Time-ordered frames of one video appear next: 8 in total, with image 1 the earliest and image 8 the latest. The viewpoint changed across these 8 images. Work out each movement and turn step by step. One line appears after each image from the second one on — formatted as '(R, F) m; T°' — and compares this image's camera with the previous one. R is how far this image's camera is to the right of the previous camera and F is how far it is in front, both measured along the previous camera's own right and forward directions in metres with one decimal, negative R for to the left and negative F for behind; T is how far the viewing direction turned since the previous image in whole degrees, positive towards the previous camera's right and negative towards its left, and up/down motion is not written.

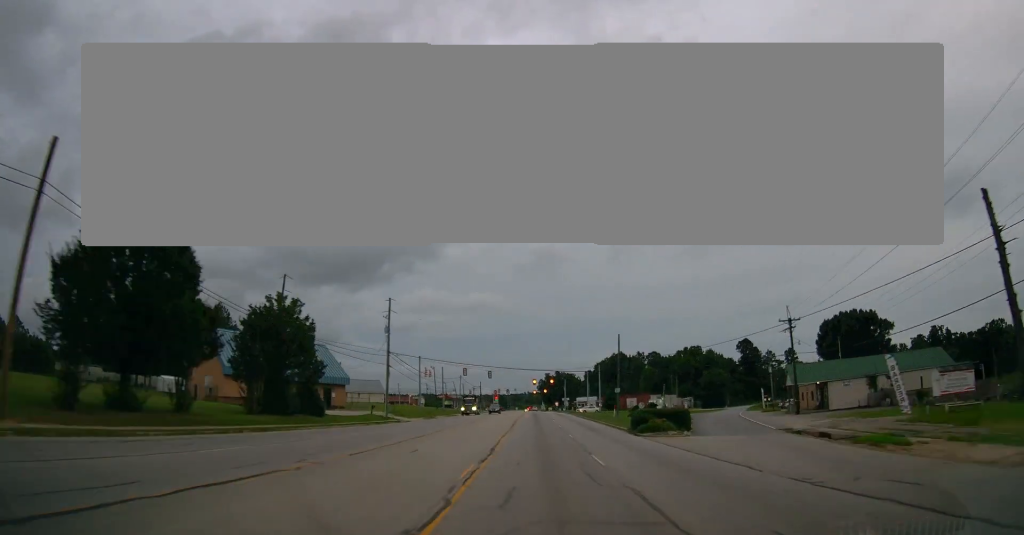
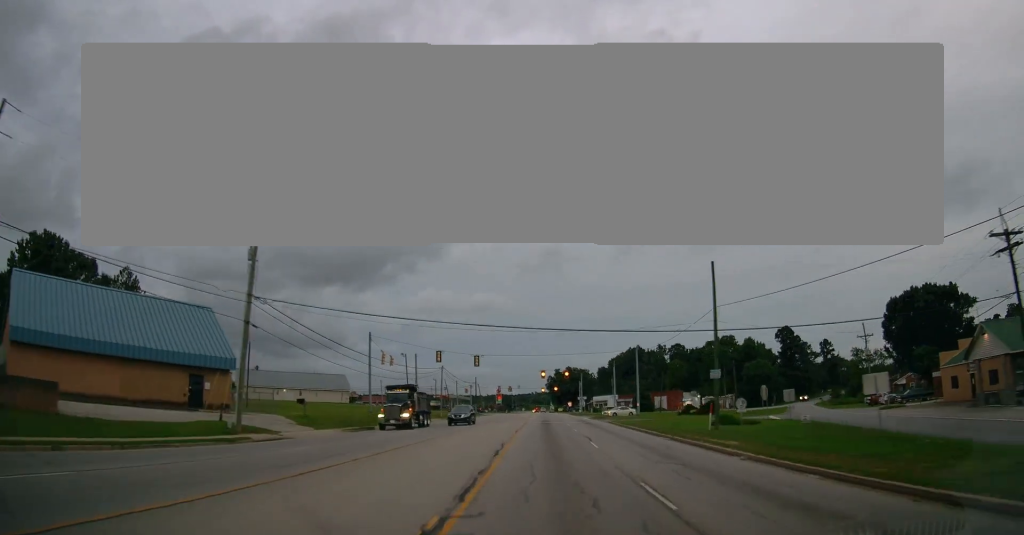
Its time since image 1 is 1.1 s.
(0.0, +32.8) m; 0°
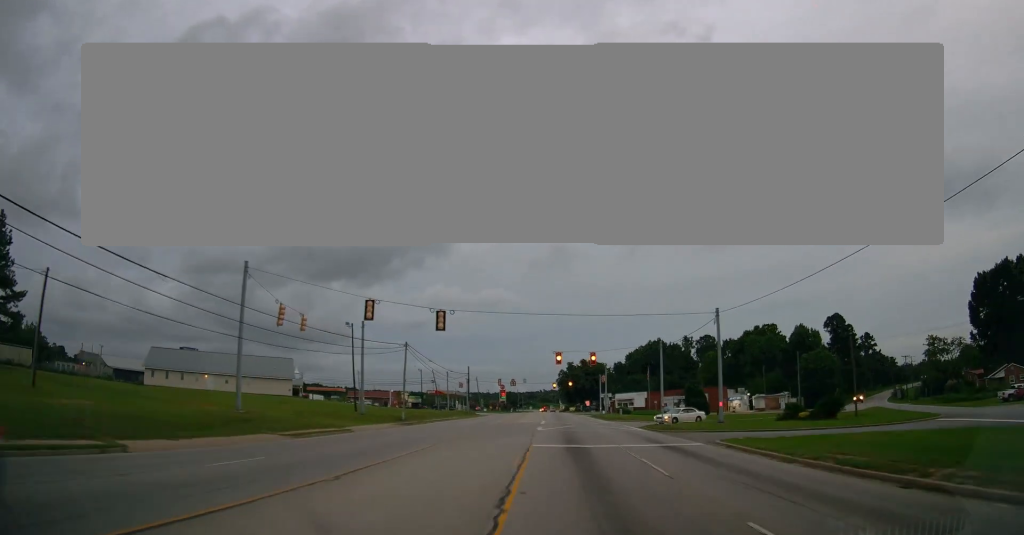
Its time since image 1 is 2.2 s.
(-0.2, +30.5) m; -1°
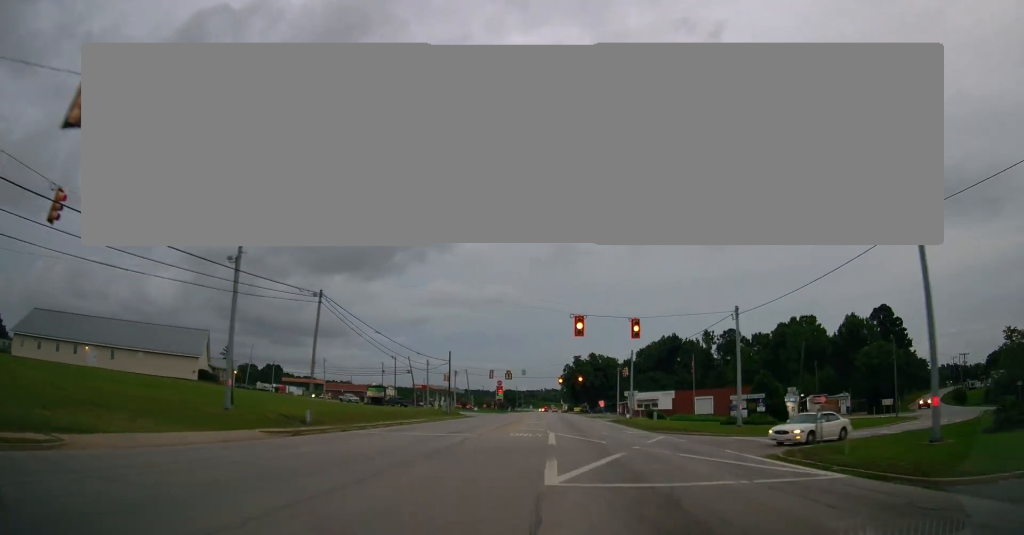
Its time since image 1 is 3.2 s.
(-0.3, +25.1) m; 0°
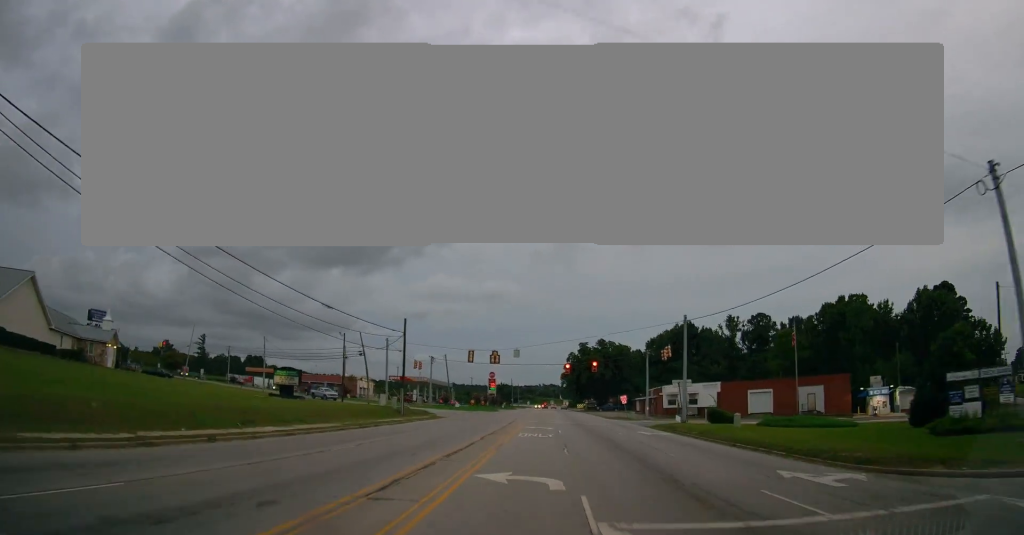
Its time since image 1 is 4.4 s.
(+0.1, +27.5) m; 0°
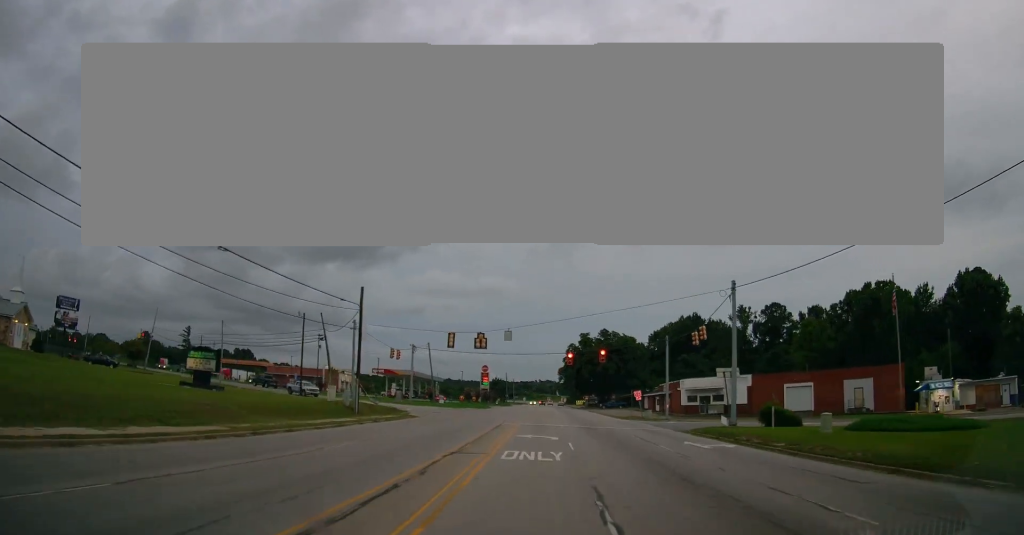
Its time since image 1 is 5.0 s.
(0.0, +12.8) m; 0°
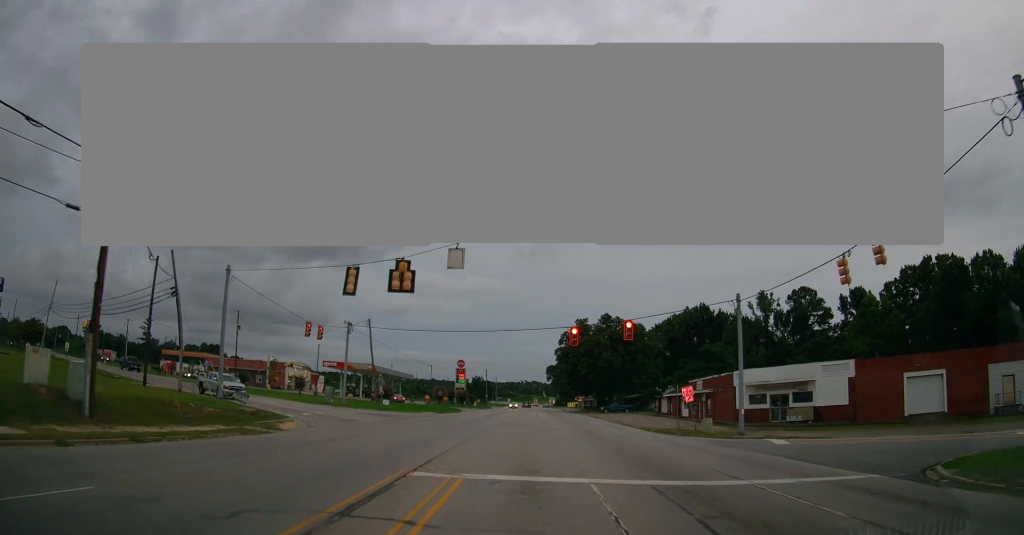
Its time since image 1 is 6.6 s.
(+0.1, +27.4) m; 0°
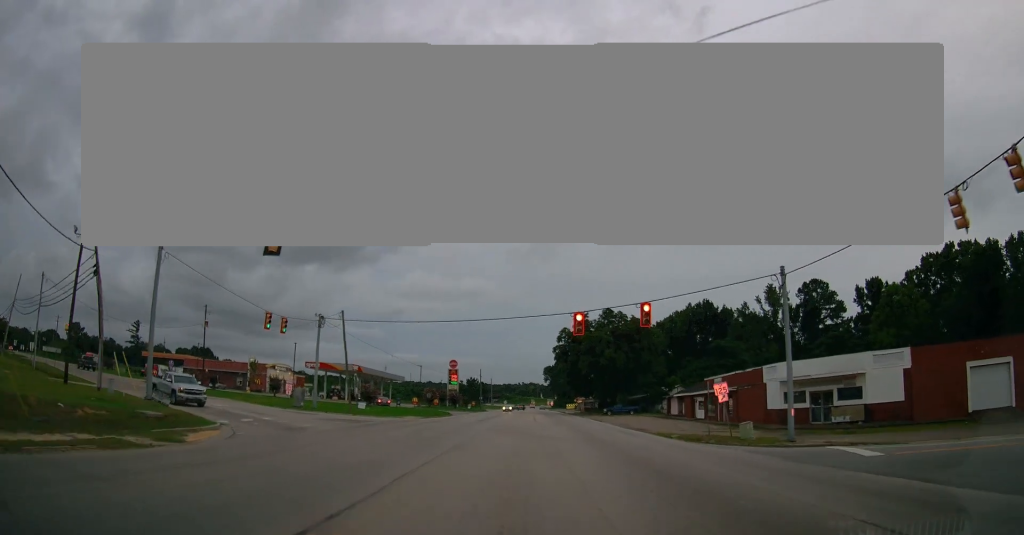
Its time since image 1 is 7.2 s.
(0.0, +8.7) m; 0°
